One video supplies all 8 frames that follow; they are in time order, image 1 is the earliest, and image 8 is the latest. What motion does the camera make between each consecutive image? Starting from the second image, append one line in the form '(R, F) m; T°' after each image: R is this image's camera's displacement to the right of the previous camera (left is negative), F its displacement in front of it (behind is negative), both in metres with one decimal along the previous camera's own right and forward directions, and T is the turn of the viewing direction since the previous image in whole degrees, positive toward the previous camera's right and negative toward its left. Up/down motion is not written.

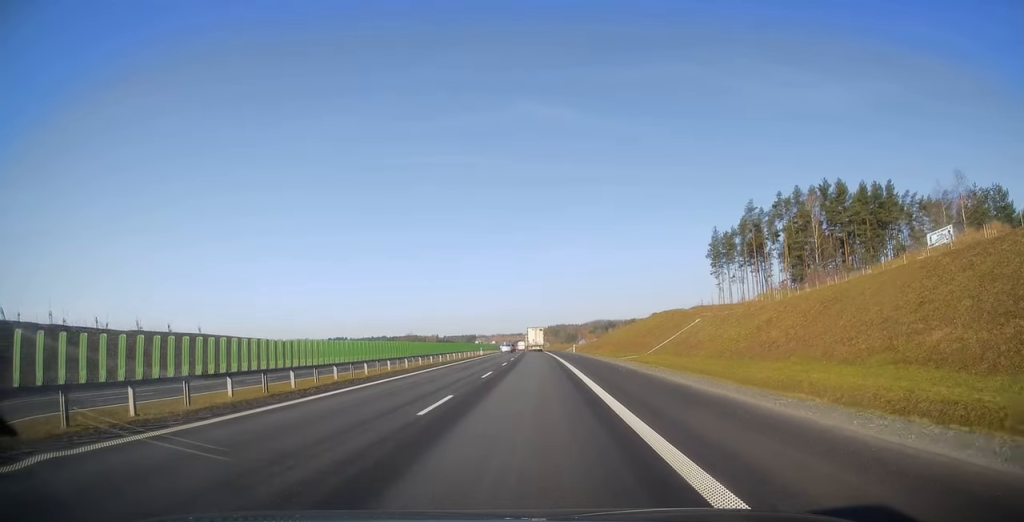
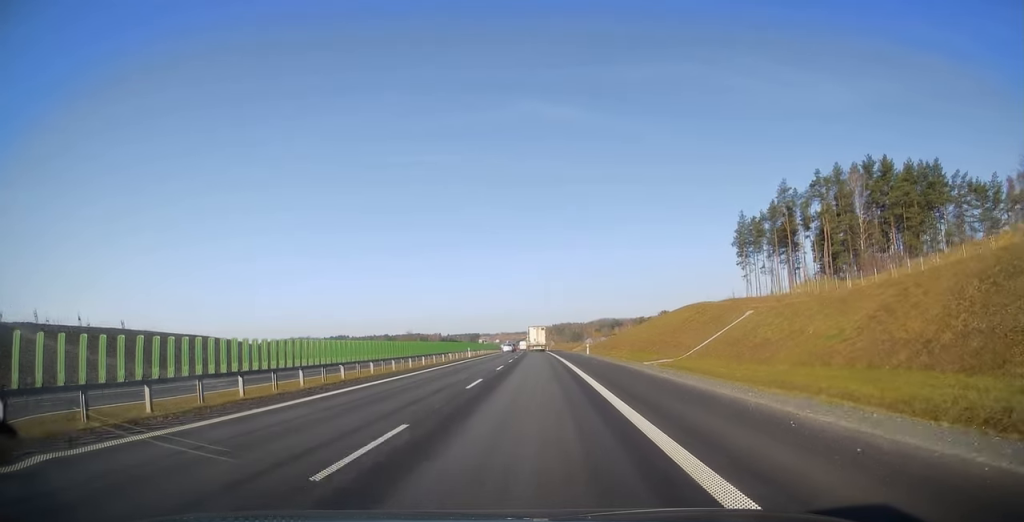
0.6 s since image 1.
(-0.2, +17.4) m; -1°
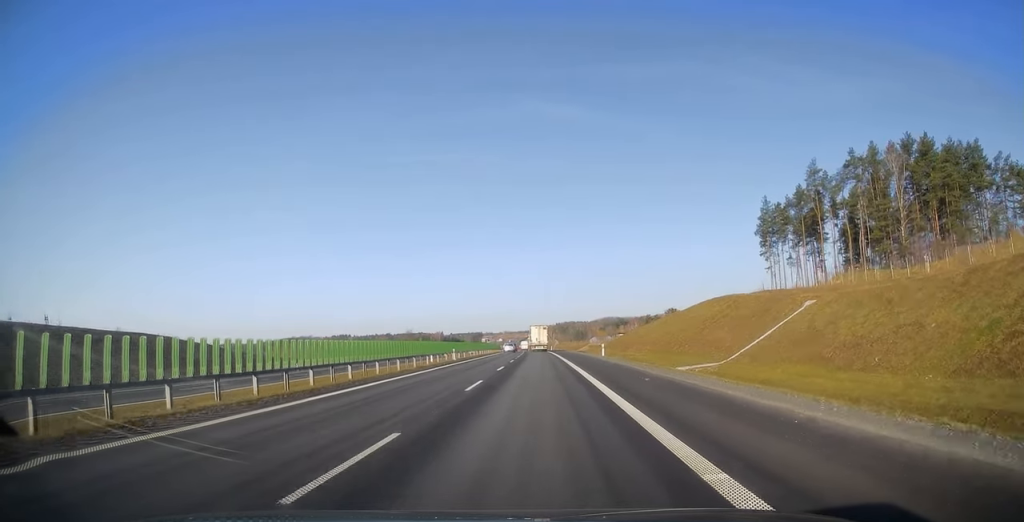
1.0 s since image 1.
(0.0, +12.8) m; -1°
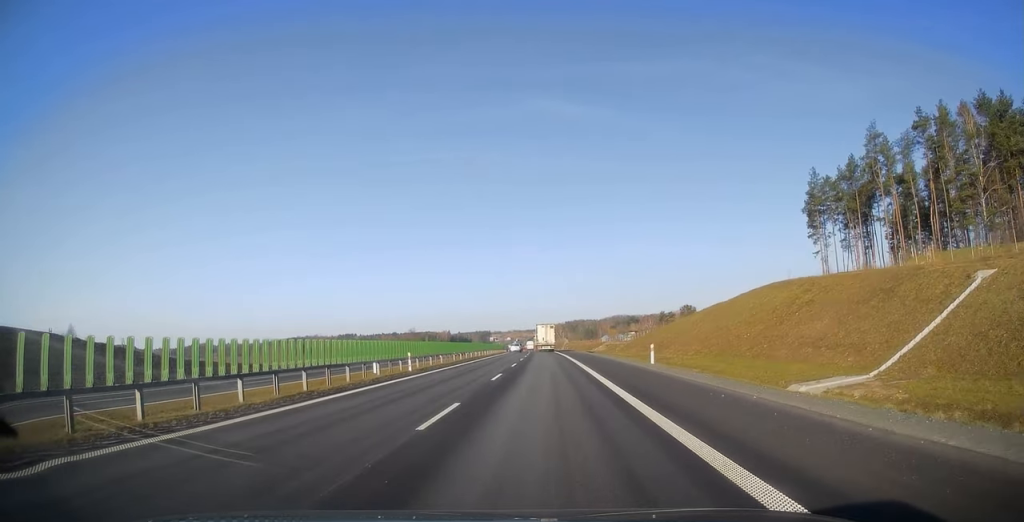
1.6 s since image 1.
(-0.3, +19.5) m; -1°
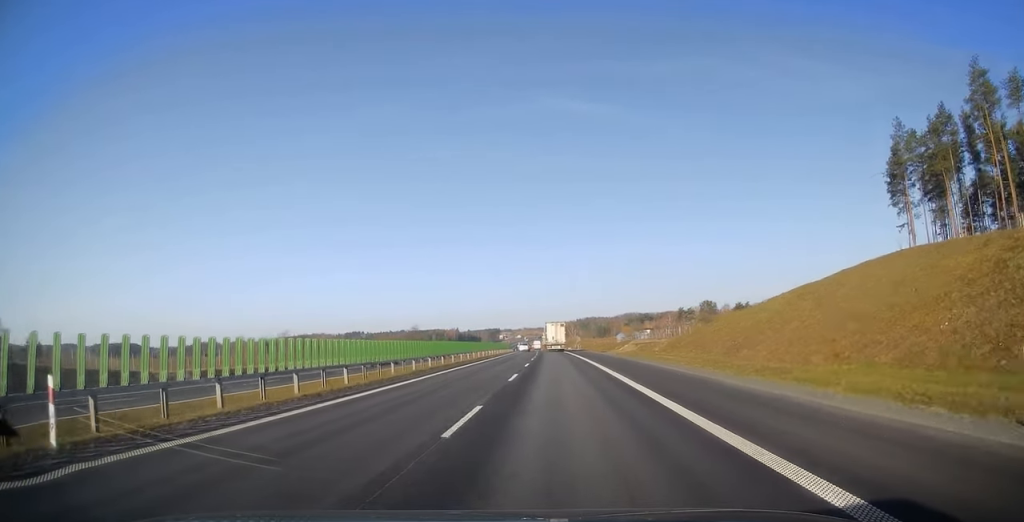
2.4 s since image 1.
(-0.2, +24.7) m; 0°
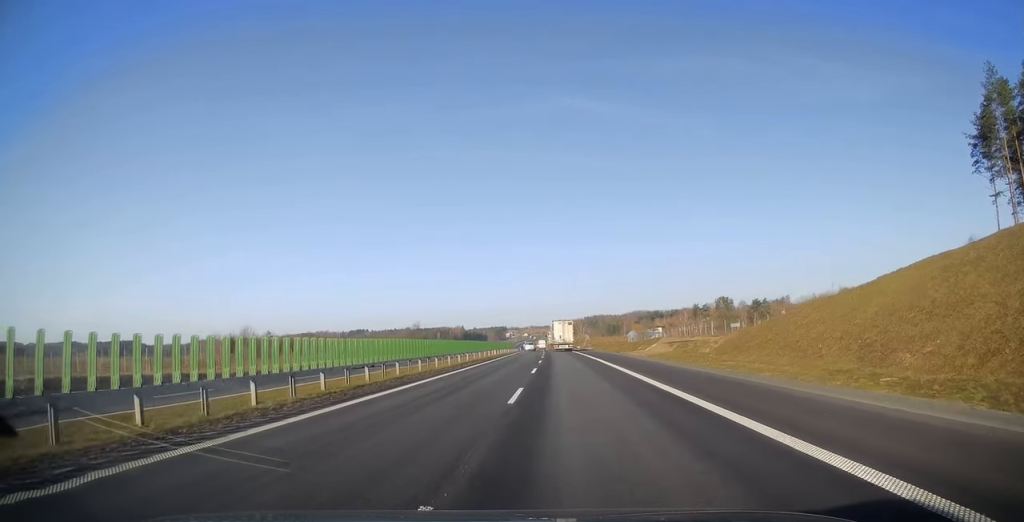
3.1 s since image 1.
(0.0, +19.6) m; 0°
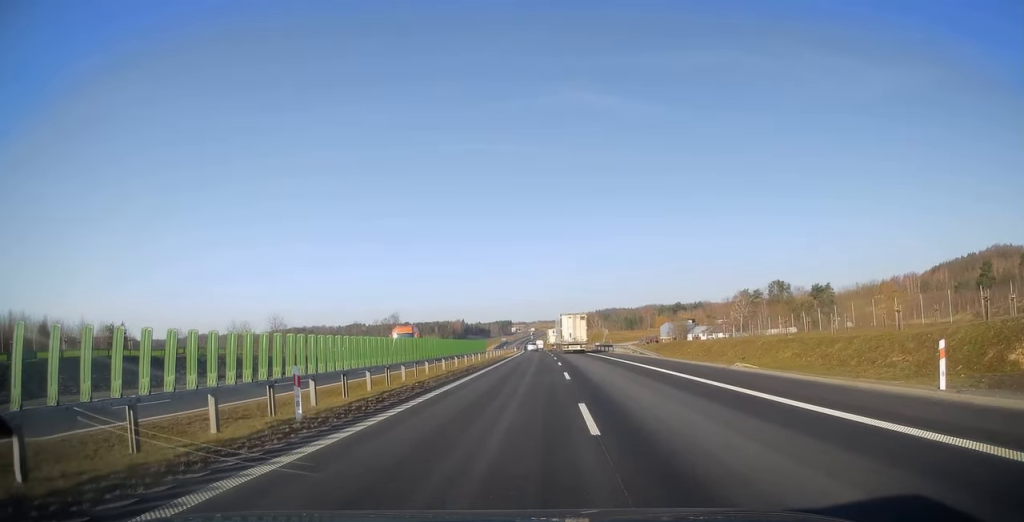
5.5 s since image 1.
(-1.4, +76.2) m; -2°
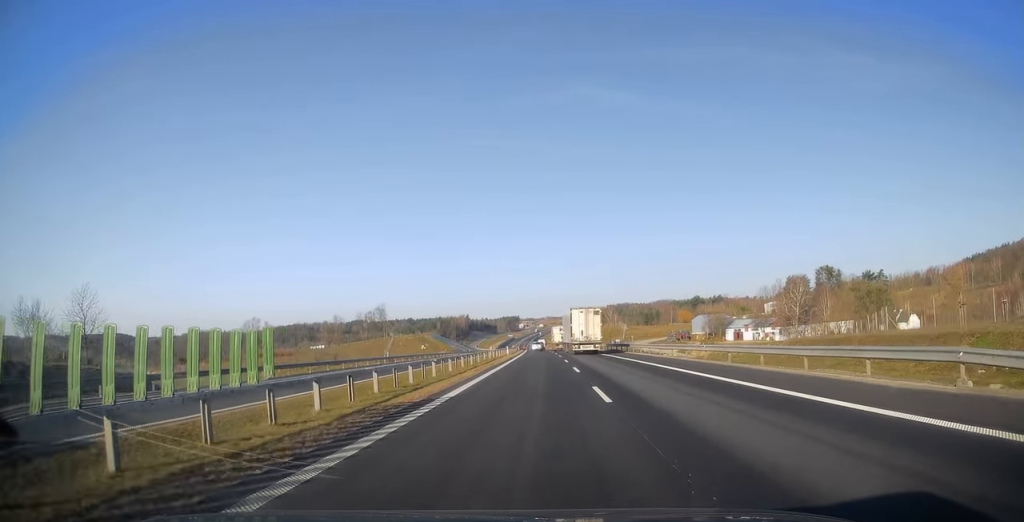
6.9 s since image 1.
(-0.1, +43.8) m; -1°
